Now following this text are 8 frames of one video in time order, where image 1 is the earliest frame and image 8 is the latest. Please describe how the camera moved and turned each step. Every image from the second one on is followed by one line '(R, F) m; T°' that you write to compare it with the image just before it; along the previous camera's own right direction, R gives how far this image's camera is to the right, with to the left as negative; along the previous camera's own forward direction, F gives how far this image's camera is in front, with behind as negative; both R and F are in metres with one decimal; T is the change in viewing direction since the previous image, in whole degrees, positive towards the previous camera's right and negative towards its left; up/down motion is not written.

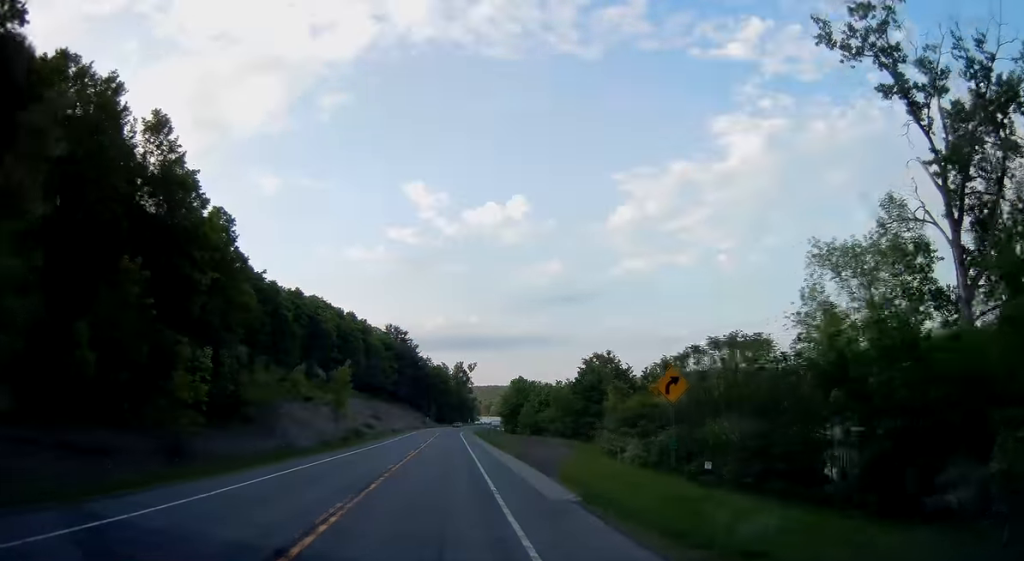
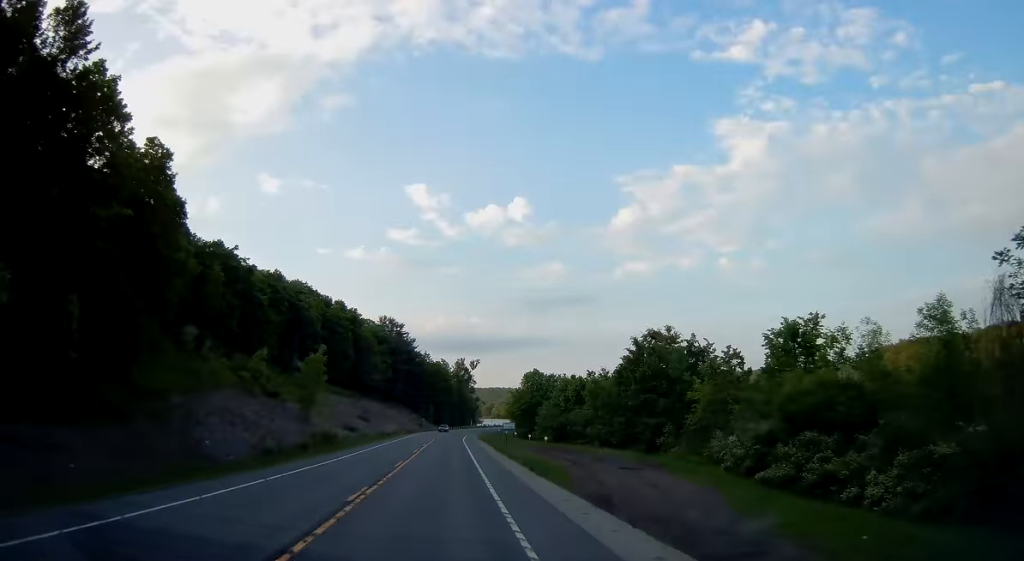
(-0.1, +21.2) m; 0°
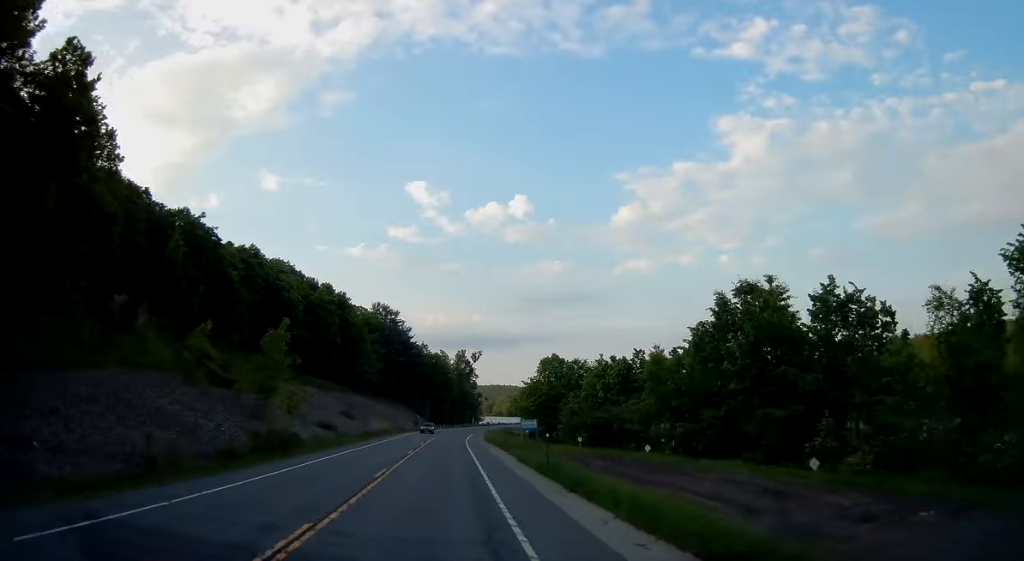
(-0.1, +18.9) m; 0°
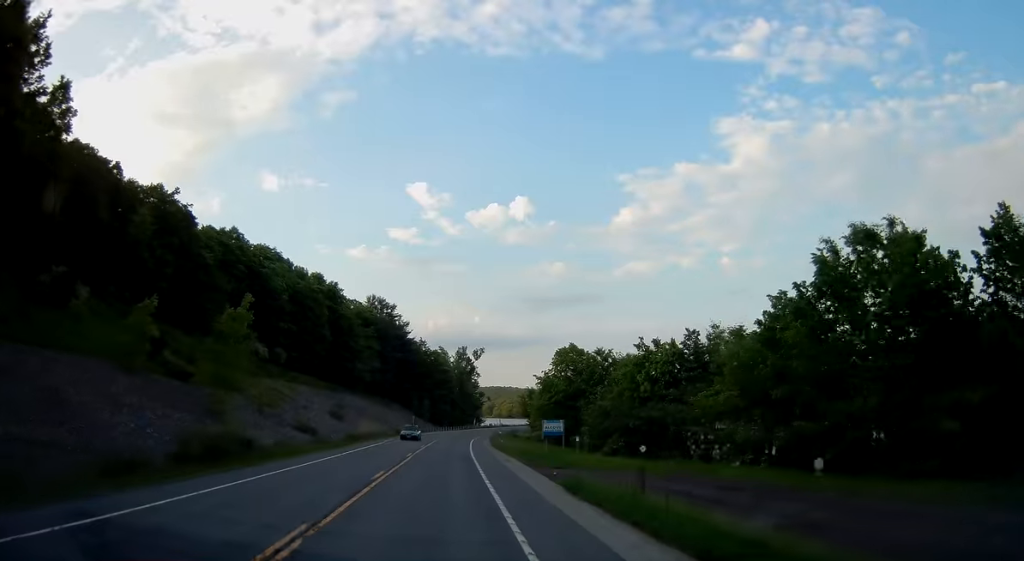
(+0.1, +12.4) m; 0°
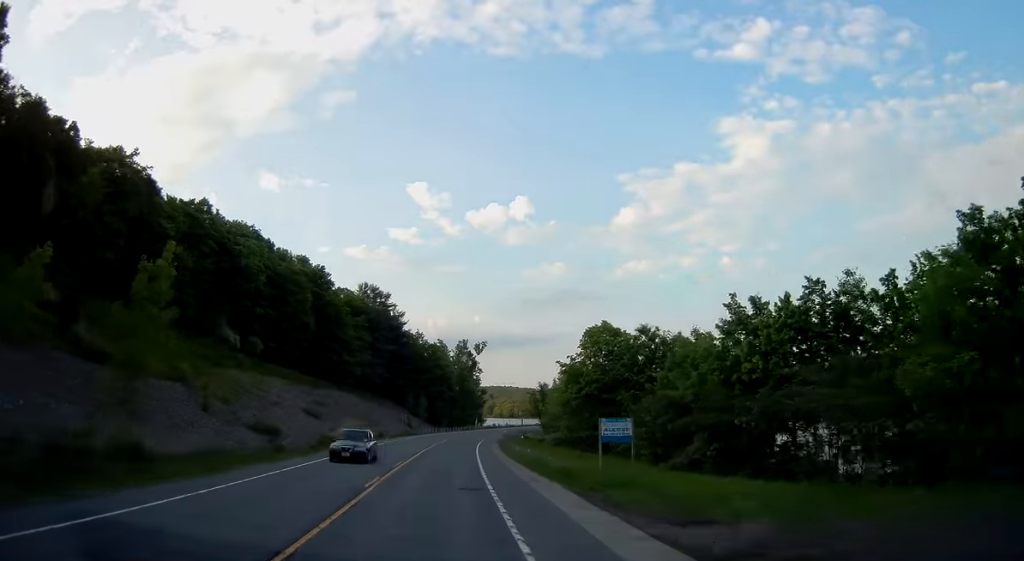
(0.0, +15.7) m; 0°
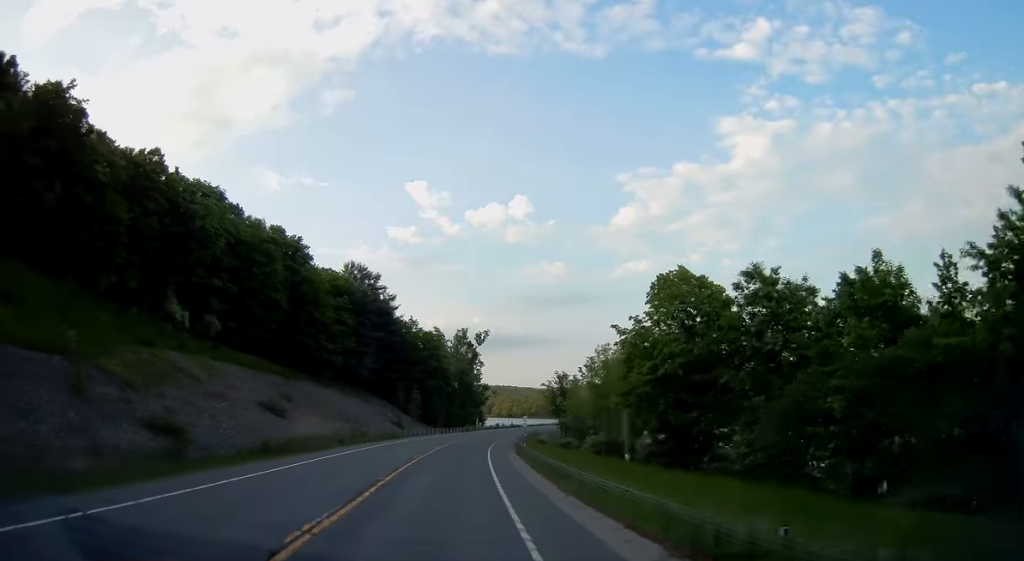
(0.0, +19.7) m; +1°
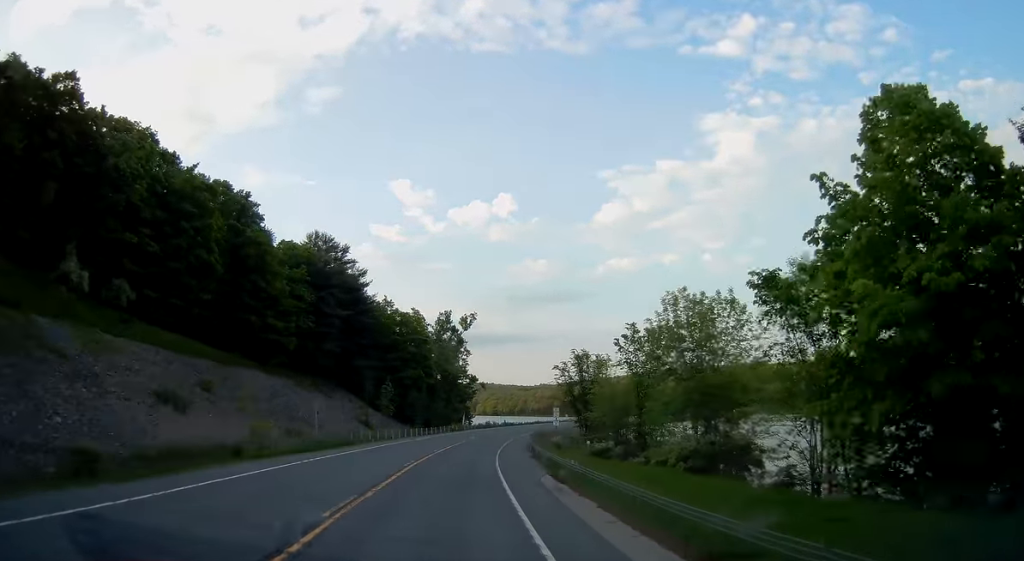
(+0.2, +22.1) m; +2°
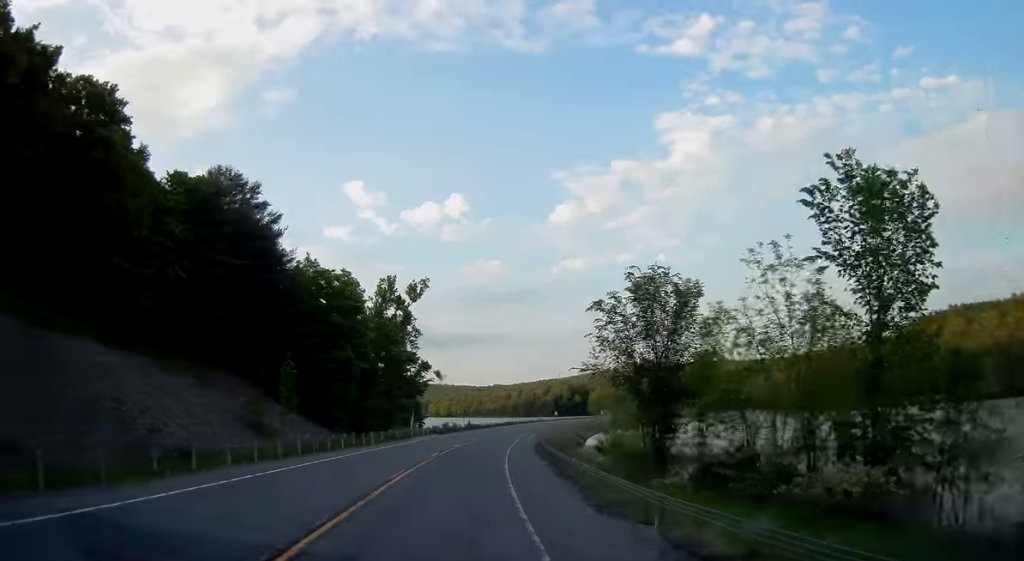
(+1.4, +32.6) m; +5°
